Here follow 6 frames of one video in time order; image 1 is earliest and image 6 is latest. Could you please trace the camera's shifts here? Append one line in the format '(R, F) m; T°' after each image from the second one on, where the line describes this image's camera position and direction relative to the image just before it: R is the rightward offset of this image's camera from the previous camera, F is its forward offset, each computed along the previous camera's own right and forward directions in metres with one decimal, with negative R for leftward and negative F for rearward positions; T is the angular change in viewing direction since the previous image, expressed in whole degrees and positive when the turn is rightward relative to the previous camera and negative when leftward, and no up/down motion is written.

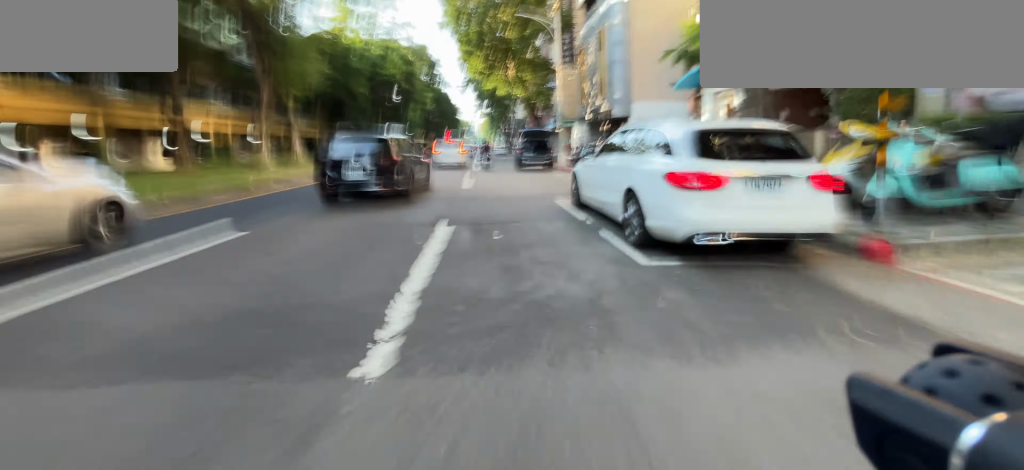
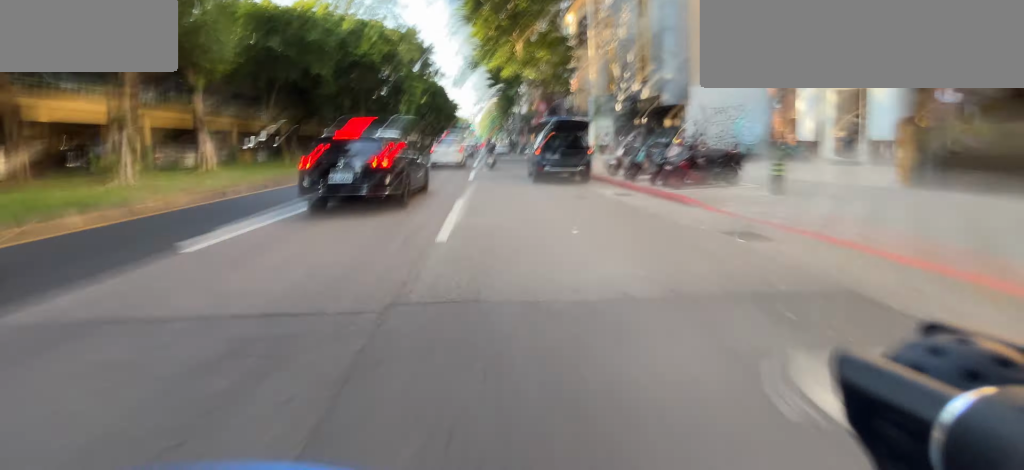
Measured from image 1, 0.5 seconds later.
(0.0, +7.0) m; 0°
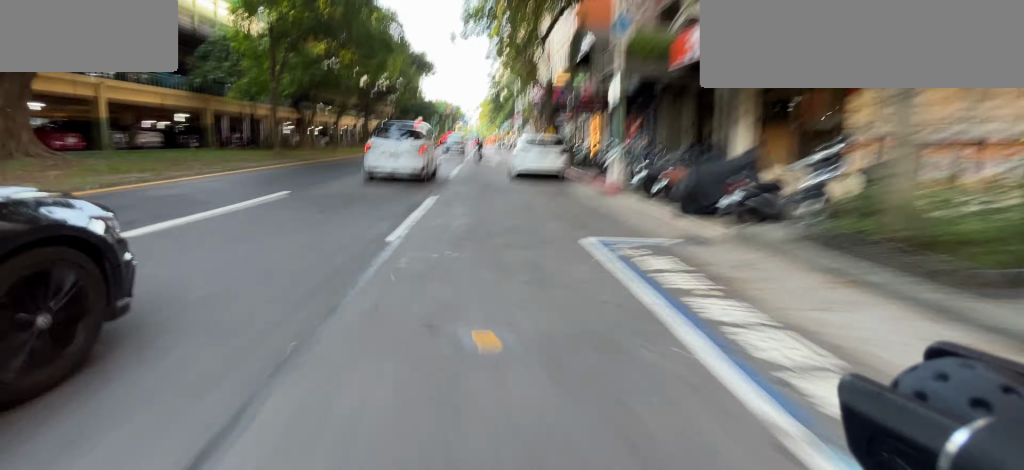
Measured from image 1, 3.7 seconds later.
(-0.1, +41.1) m; 0°
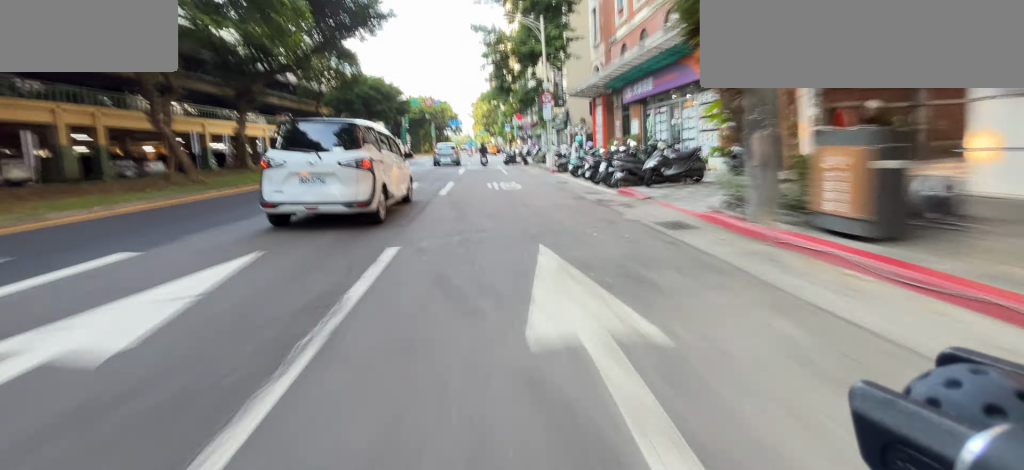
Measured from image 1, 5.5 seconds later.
(0.0, +23.6) m; 0°
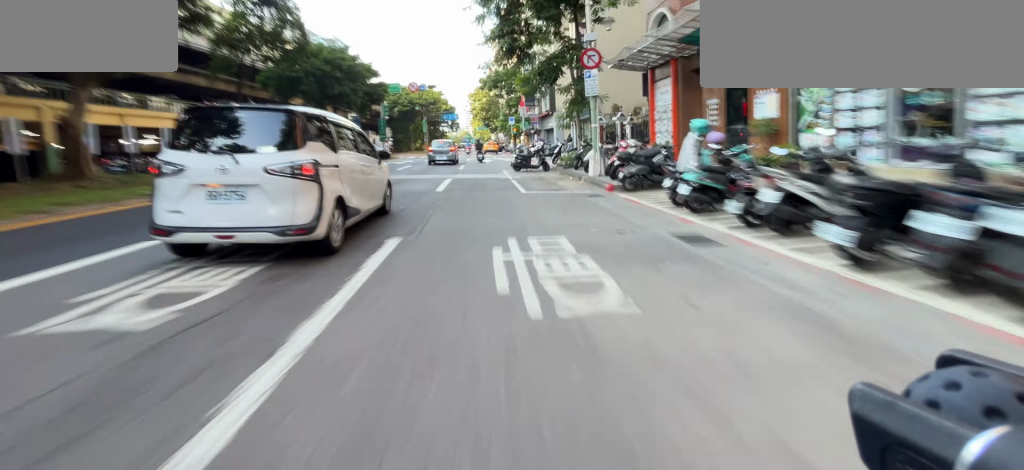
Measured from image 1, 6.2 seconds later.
(0.0, +9.3) m; 0°
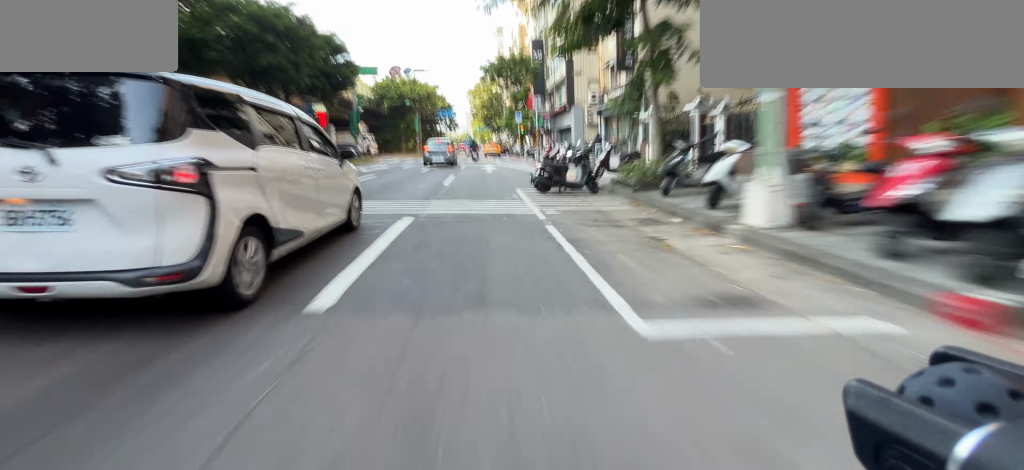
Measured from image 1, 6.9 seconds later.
(0.0, +7.9) m; 0°
